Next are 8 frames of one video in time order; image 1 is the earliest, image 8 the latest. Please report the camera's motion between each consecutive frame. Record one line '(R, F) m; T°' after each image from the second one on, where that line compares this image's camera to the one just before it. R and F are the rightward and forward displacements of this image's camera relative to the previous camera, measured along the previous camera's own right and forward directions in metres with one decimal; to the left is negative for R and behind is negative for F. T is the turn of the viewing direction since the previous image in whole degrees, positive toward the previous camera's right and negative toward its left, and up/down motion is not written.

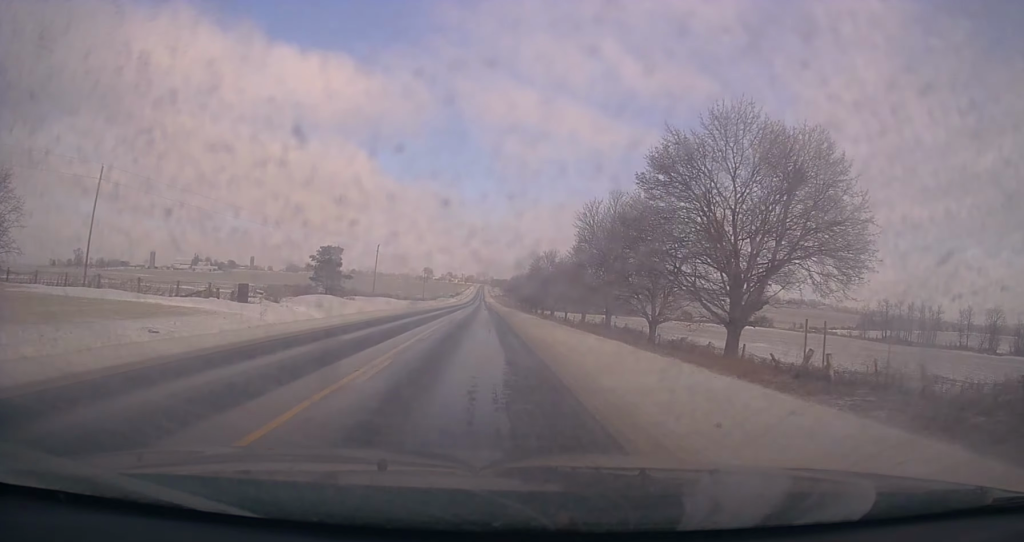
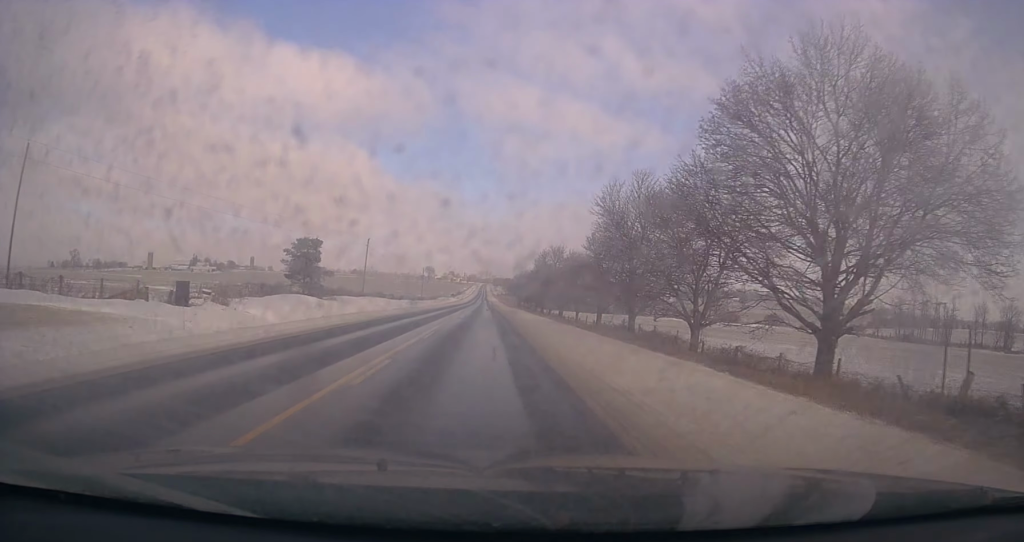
(+0.2, +8.7) m; 0°
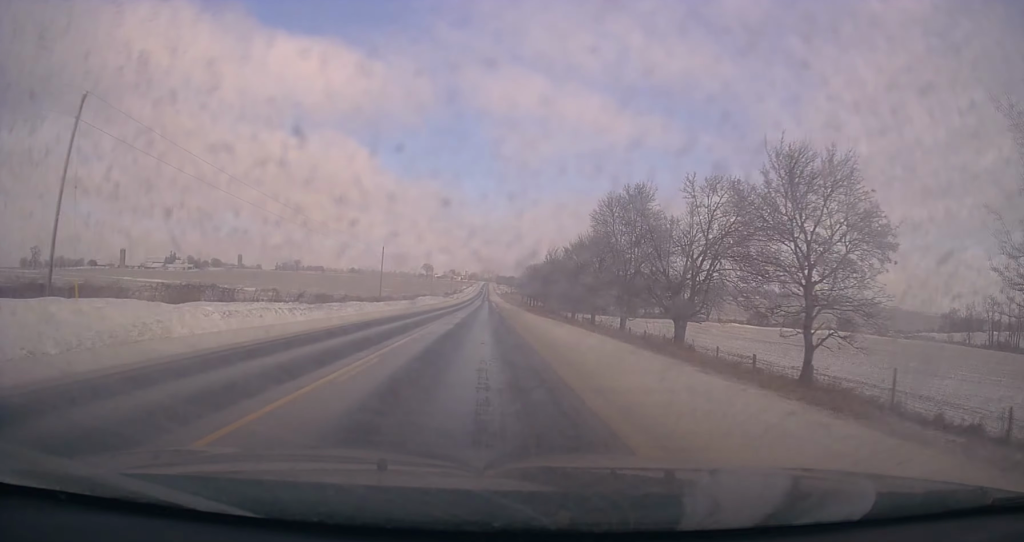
(-0.5, +62.7) m; 0°
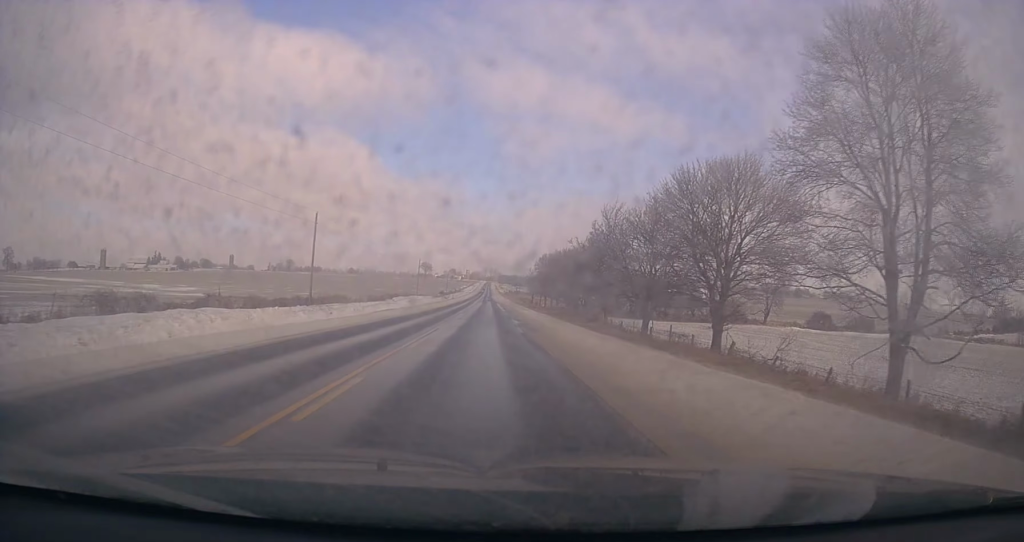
(-0.5, +39.0) m; -1°
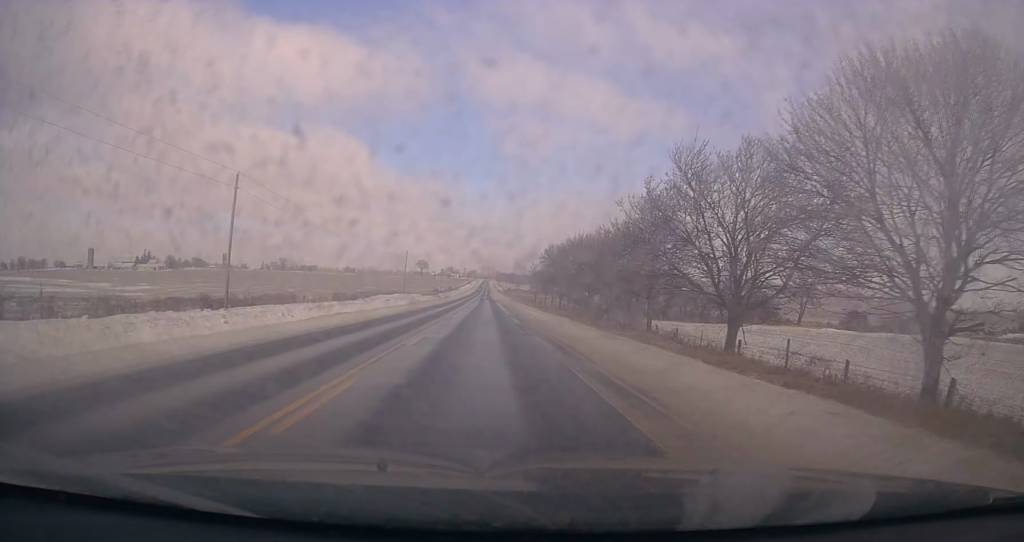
(0.0, +18.2) m; 0°
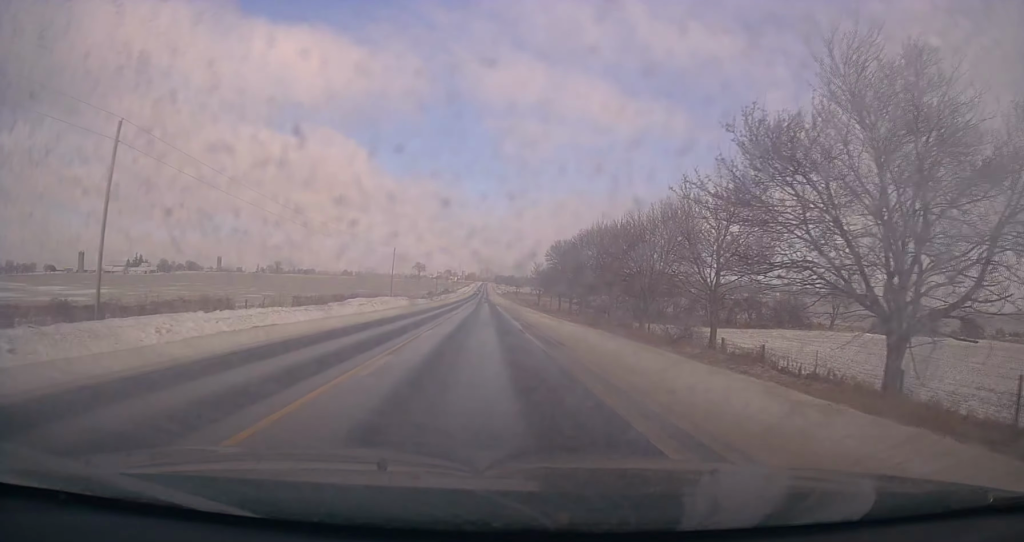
(-0.1, +14.3) m; +1°
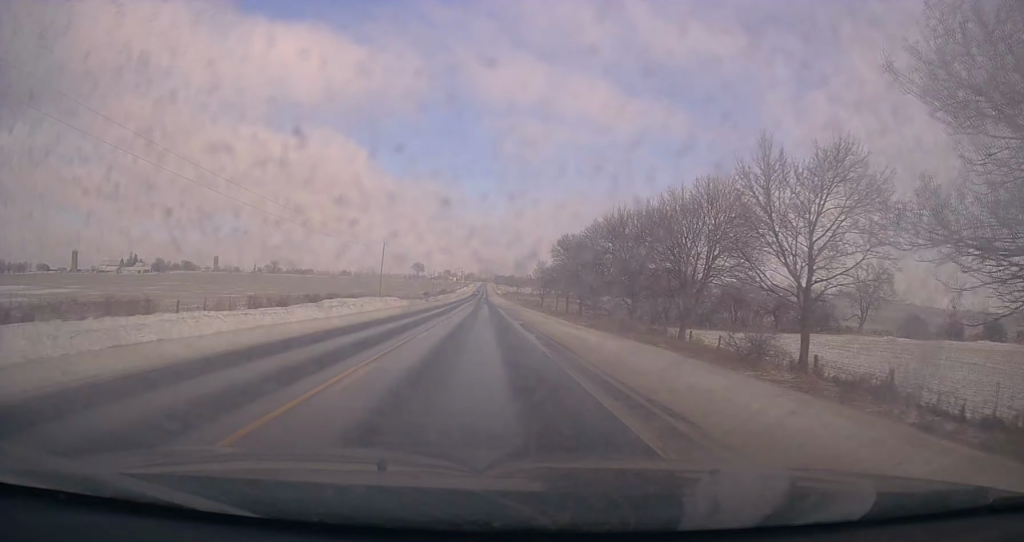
(+0.1, +10.3) m; 0°
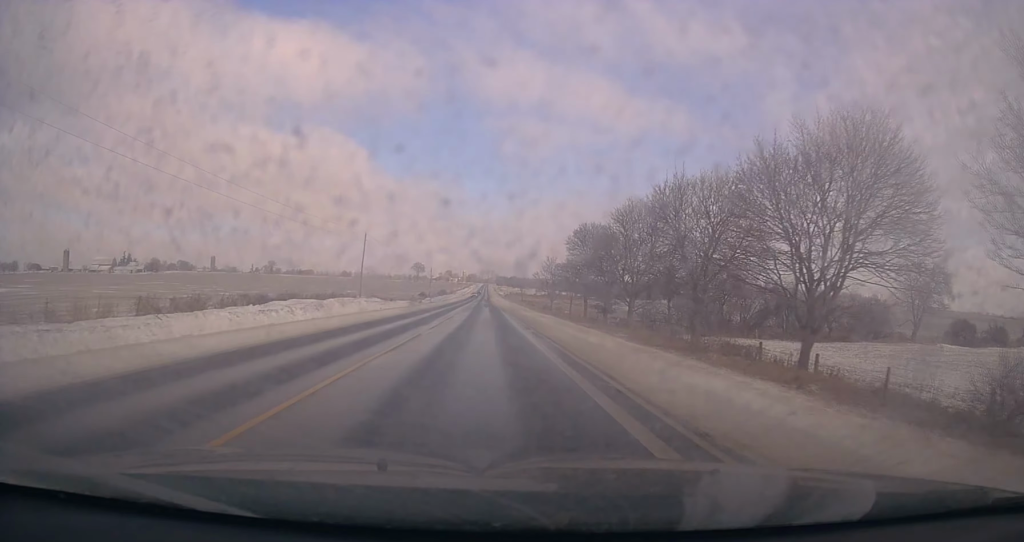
(+0.2, +15.3) m; 0°
